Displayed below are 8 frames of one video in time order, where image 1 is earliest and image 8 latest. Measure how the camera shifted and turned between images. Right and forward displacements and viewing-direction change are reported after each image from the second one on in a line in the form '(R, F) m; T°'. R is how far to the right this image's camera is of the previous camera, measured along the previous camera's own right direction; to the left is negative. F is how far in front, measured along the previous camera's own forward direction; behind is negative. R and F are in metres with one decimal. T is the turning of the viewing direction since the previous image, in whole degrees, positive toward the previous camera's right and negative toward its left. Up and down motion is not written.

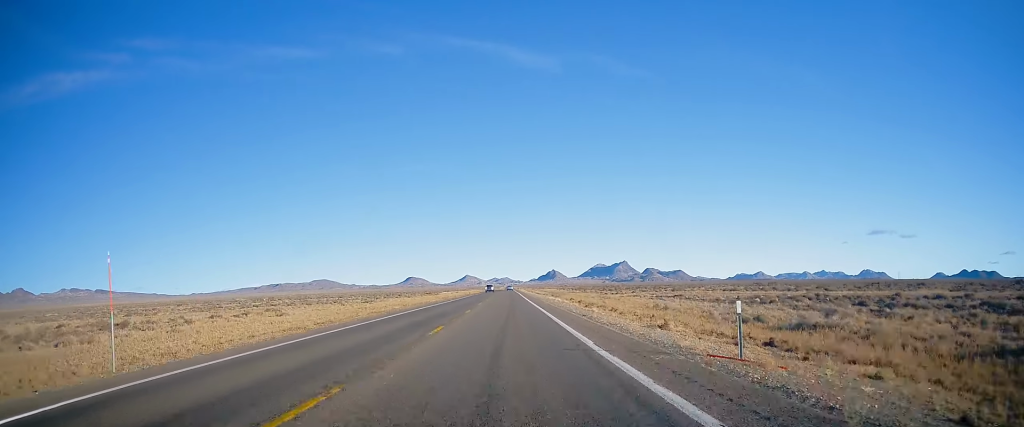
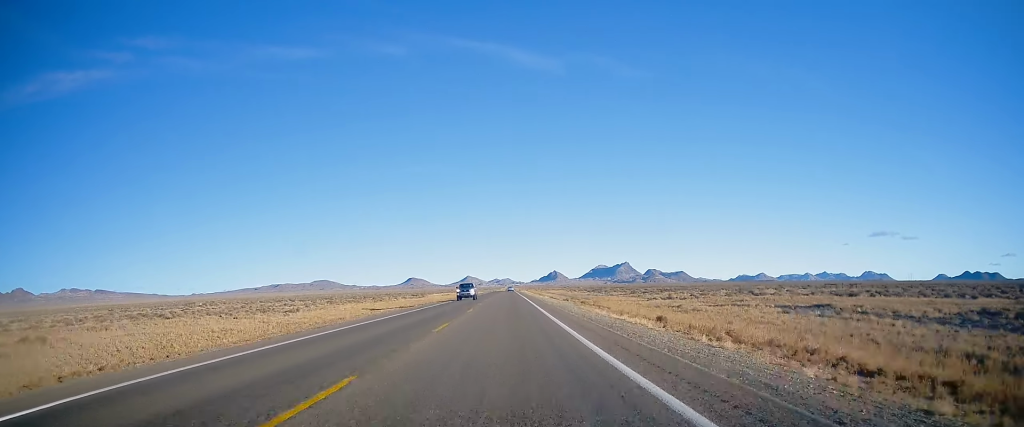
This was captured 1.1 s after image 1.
(-0.2, +35.6) m; 0°
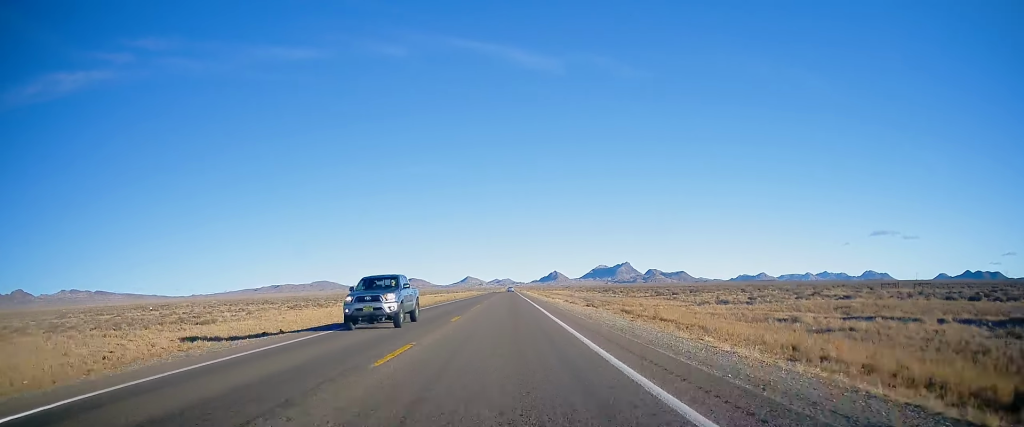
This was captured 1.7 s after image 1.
(-0.1, +19.4) m; 0°
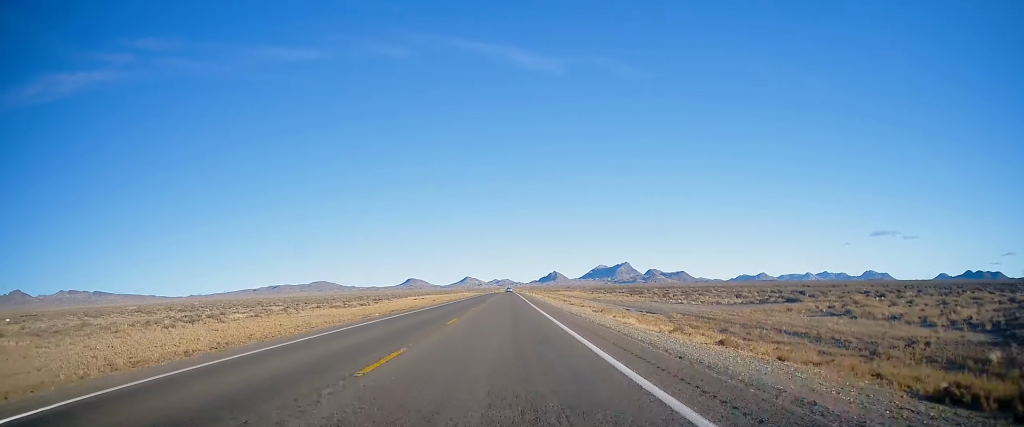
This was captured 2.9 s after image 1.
(+0.3, +37.6) m; 0°
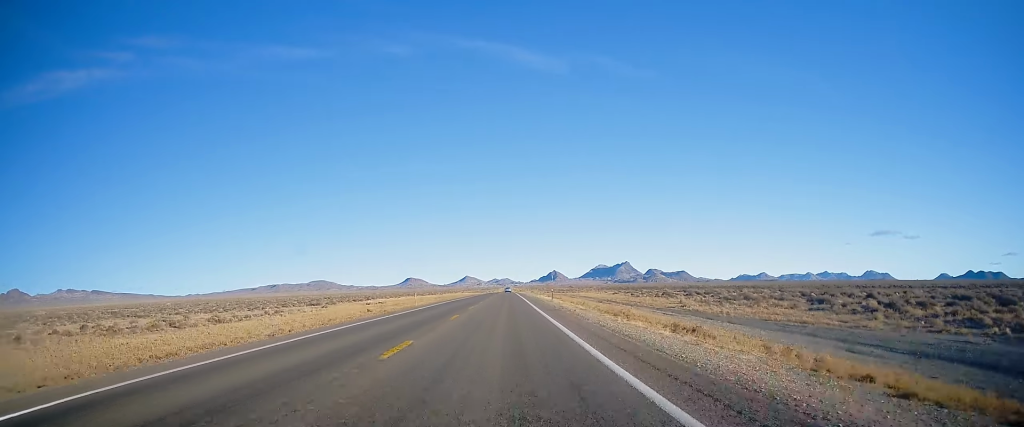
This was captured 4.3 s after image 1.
(-0.3, +47.3) m; 0°
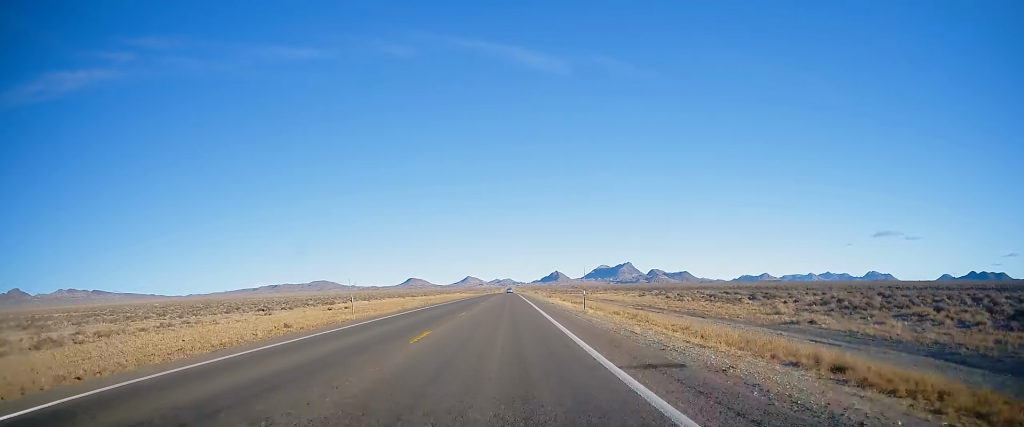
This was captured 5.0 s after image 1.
(+0.1, +21.5) m; 0°
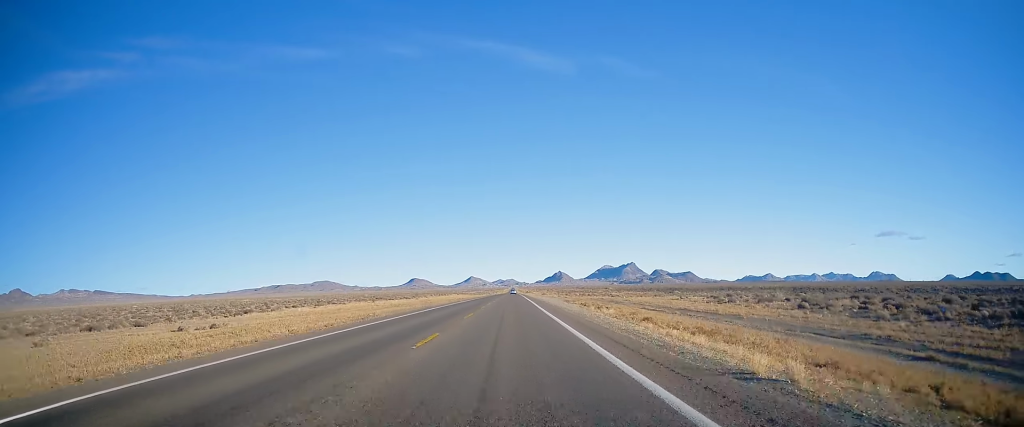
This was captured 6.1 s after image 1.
(-0.3, +36.5) m; -1°
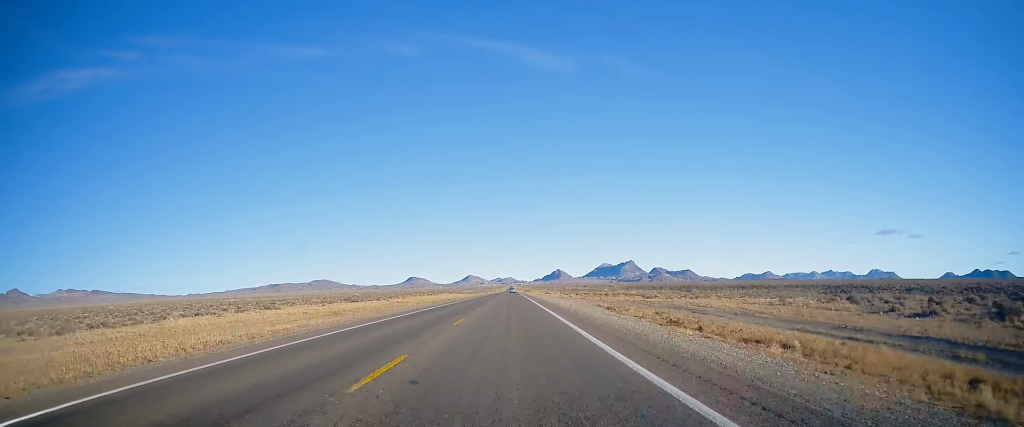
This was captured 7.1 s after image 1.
(-0.3, +30.1) m; 0°
